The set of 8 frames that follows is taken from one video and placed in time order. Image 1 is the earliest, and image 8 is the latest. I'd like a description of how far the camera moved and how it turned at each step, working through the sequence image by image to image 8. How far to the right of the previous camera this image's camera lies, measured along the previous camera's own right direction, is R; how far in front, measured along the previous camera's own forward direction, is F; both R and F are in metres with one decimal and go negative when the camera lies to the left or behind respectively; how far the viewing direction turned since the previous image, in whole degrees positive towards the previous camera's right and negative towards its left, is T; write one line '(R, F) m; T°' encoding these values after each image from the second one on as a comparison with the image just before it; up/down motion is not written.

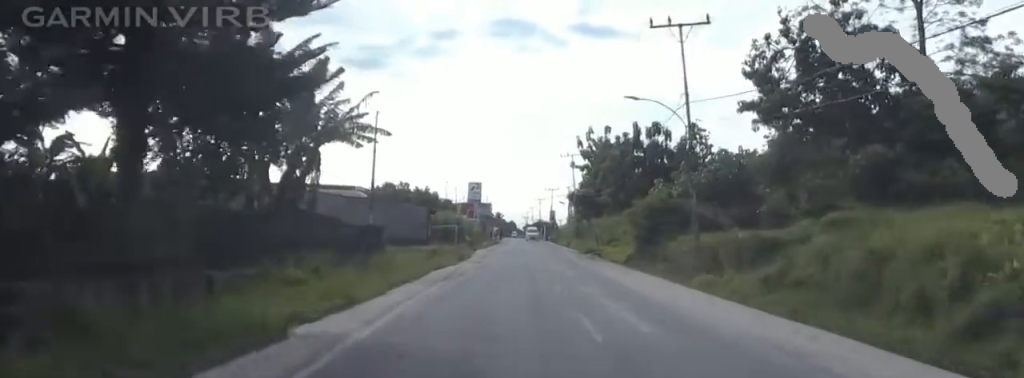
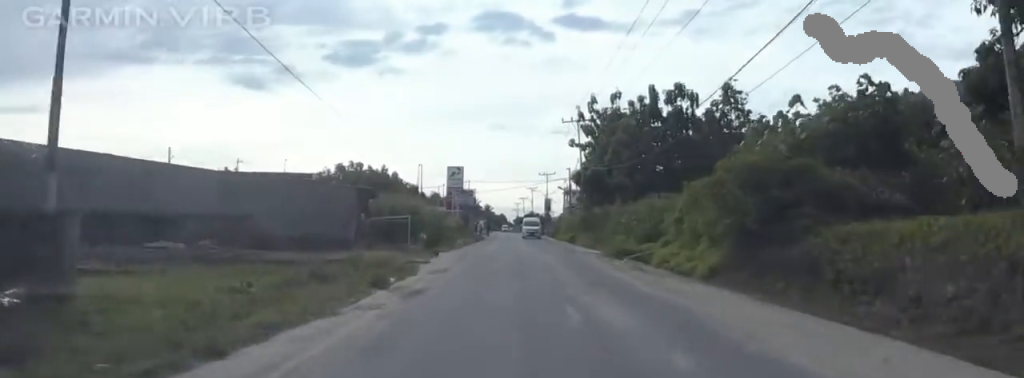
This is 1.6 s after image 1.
(+0.4, +23.4) m; 0°
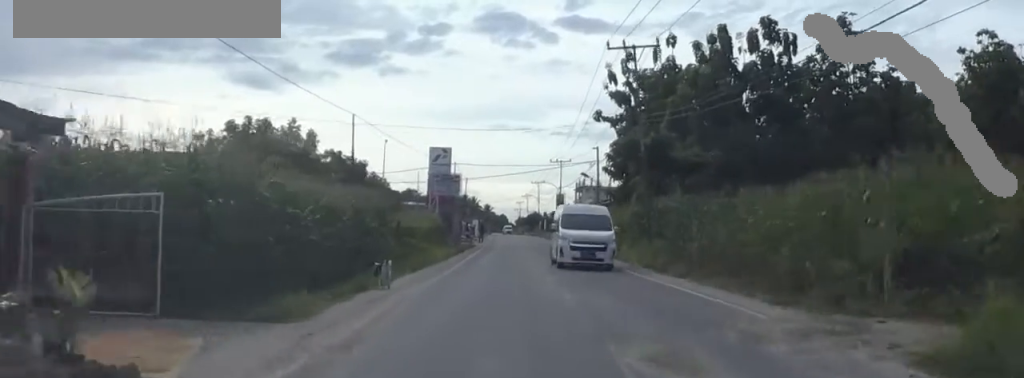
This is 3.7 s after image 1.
(+1.1, +30.9) m; +1°
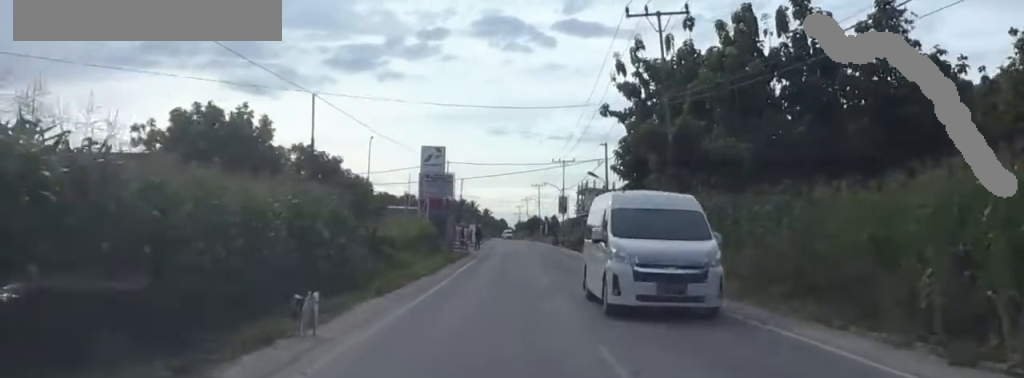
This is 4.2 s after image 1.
(0.0, +7.6) m; -1°
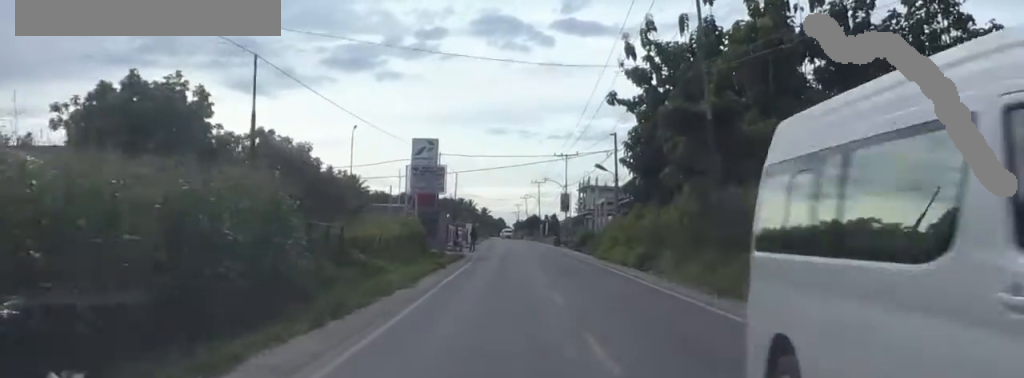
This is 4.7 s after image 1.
(-0.5, +6.9) m; 0°
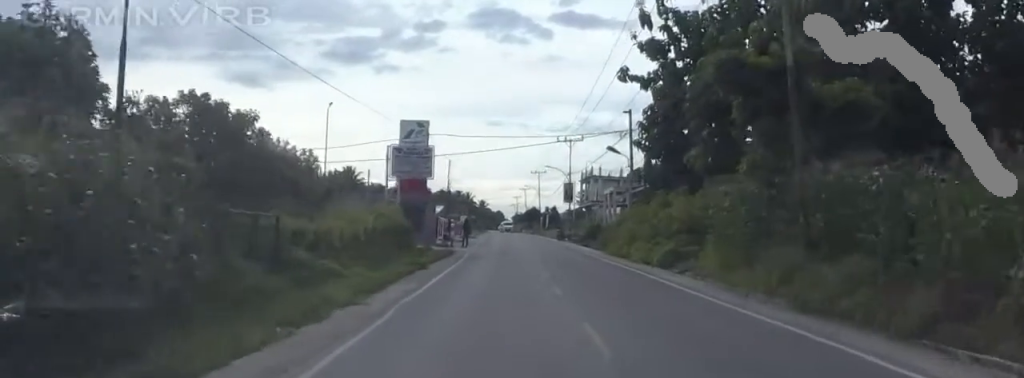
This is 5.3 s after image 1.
(-0.1, +8.1) m; +1°
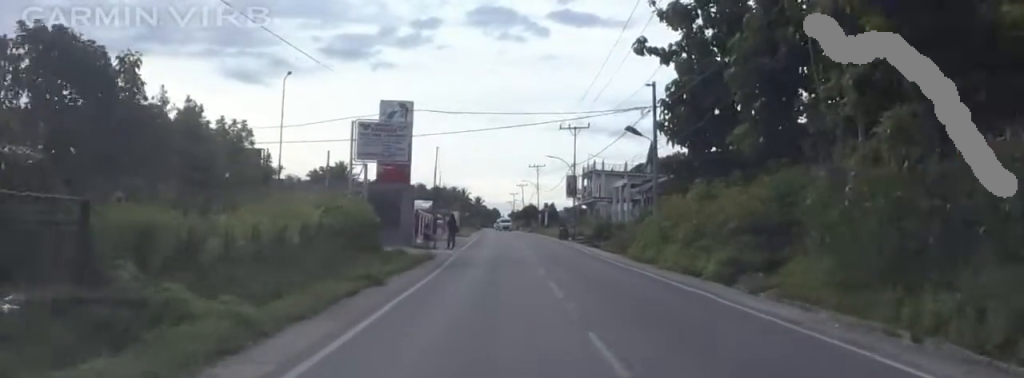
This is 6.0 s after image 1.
(+0.5, +9.9) m; +3°
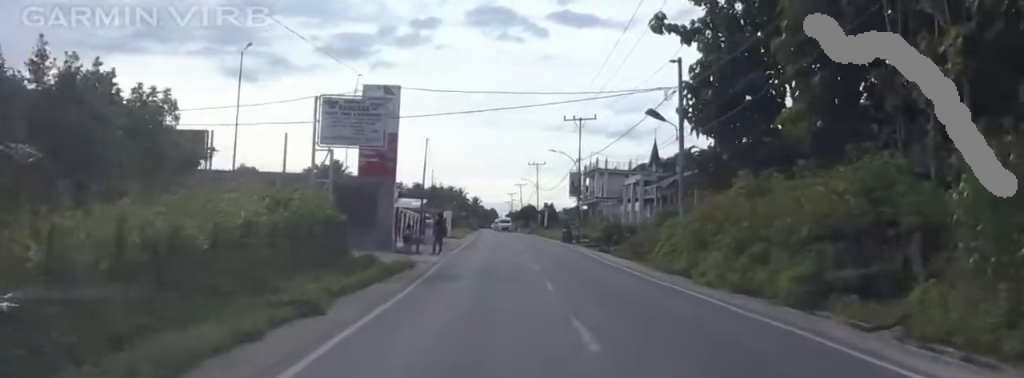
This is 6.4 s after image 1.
(0.0, +7.0) m; -1°
